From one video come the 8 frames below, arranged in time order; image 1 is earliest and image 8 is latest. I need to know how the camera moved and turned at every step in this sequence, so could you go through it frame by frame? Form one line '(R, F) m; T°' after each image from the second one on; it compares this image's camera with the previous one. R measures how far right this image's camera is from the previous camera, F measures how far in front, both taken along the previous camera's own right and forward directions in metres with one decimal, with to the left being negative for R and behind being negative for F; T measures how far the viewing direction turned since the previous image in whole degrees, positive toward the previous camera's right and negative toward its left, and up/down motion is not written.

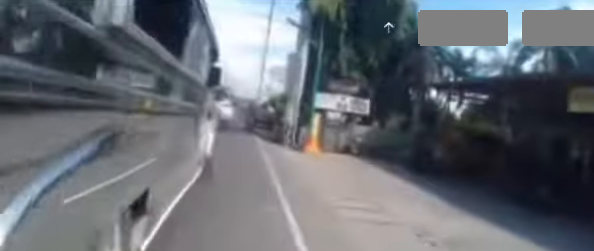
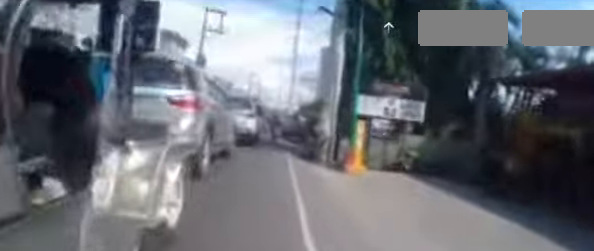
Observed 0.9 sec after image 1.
(-0.1, +2.2) m; -4°
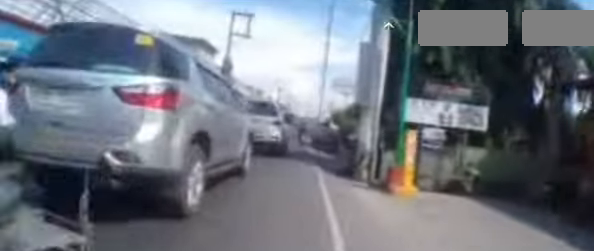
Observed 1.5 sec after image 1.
(-0.1, +1.6) m; -2°
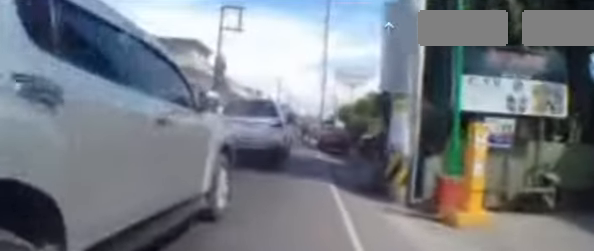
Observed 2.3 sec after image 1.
(+0.1, +2.8) m; -6°
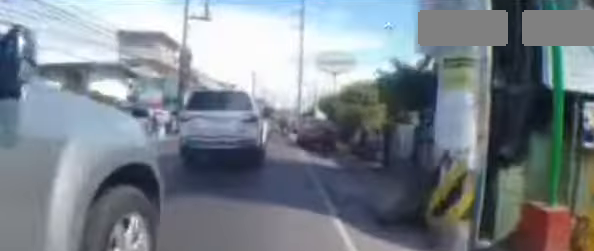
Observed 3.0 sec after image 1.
(-0.3, +2.4) m; +2°
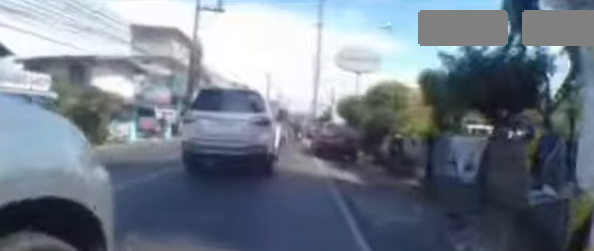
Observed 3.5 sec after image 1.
(-0.1, +1.8) m; +3°
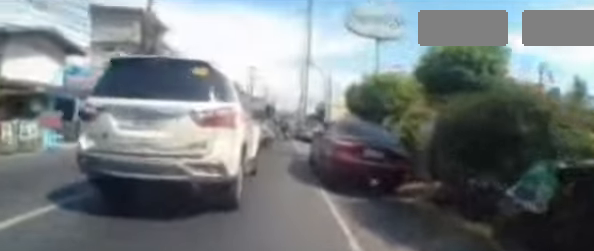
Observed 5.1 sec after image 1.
(+0.9, +6.2) m; +4°
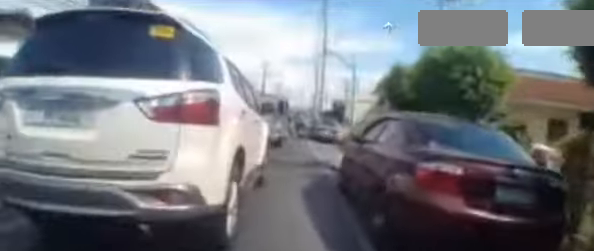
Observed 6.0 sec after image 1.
(-0.1, +3.6) m; -3°
